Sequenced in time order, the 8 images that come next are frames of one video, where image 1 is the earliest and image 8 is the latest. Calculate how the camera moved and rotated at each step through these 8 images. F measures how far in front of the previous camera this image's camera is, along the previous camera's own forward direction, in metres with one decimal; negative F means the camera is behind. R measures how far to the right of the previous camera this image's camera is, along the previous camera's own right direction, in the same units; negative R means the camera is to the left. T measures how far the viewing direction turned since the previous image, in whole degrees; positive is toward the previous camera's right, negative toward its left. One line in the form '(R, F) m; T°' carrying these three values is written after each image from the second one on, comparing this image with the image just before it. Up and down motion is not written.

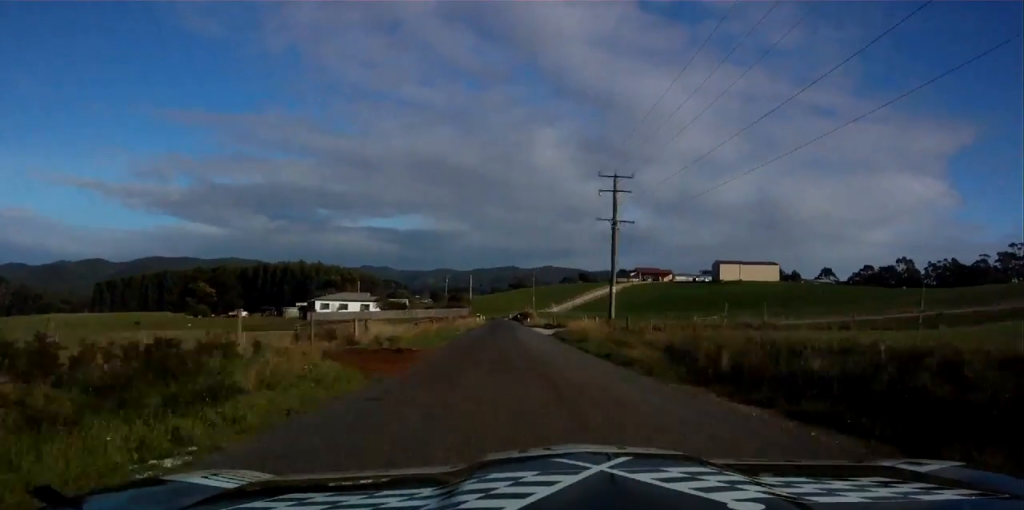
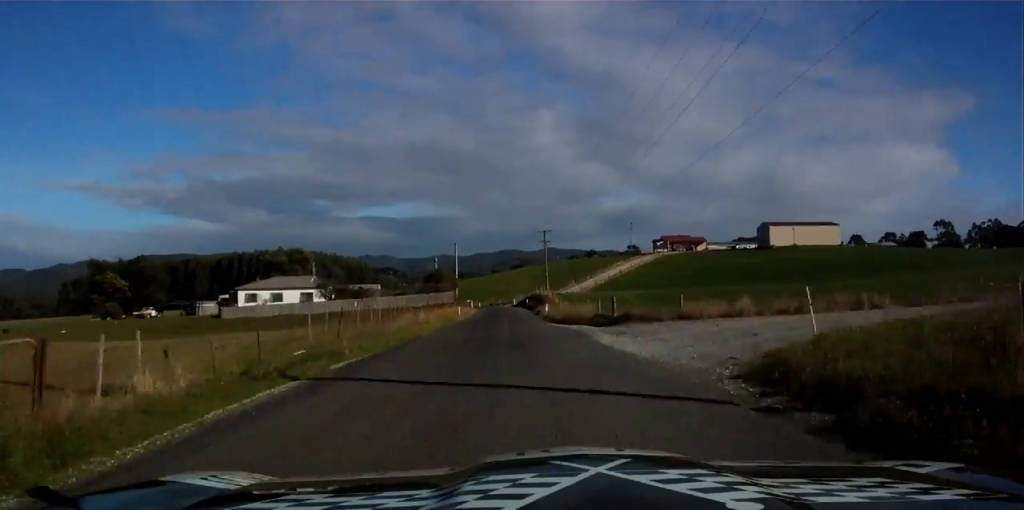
(0.0, +42.6) m; -1°
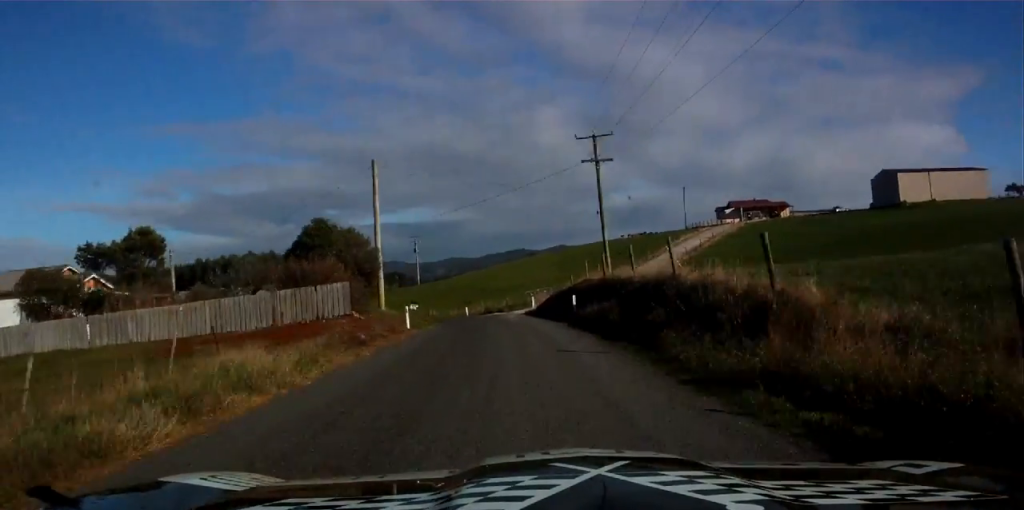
(-1.0, +60.3) m; -2°
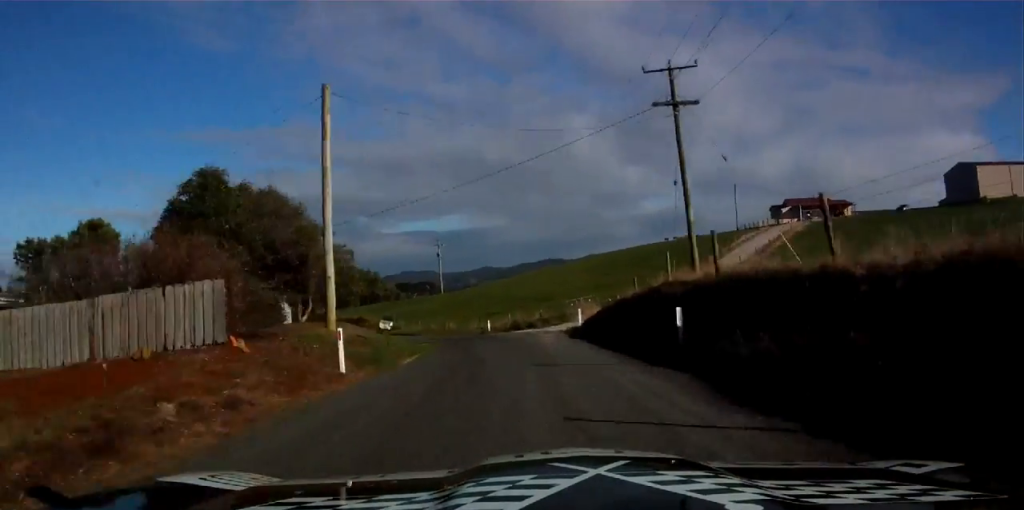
(0.0, +16.3) m; 0°
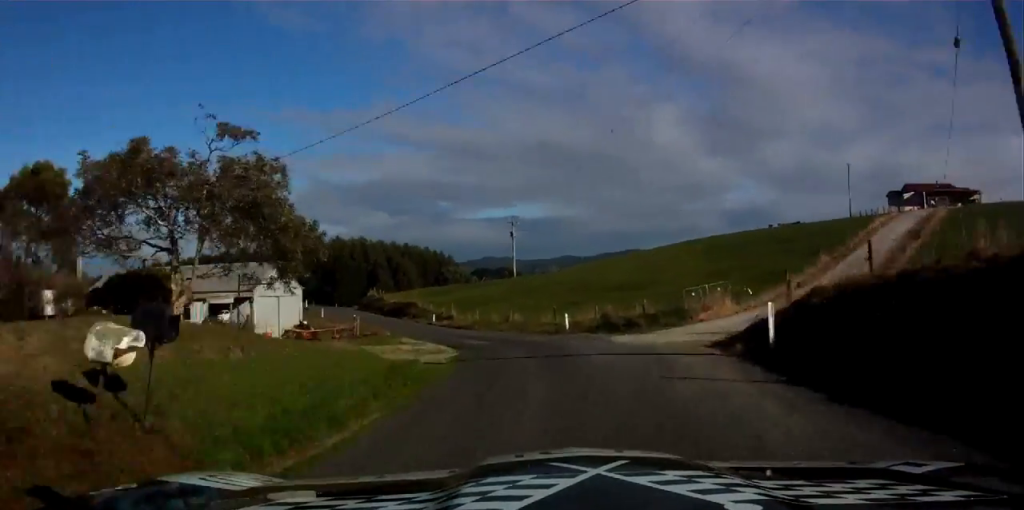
(0.0, +19.7) m; -2°
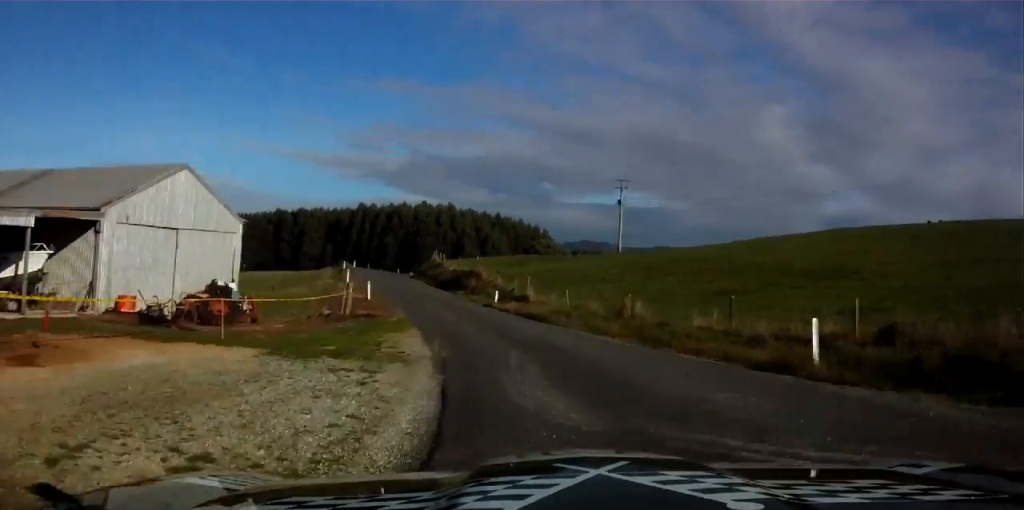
(+0.6, +26.4) m; -6°
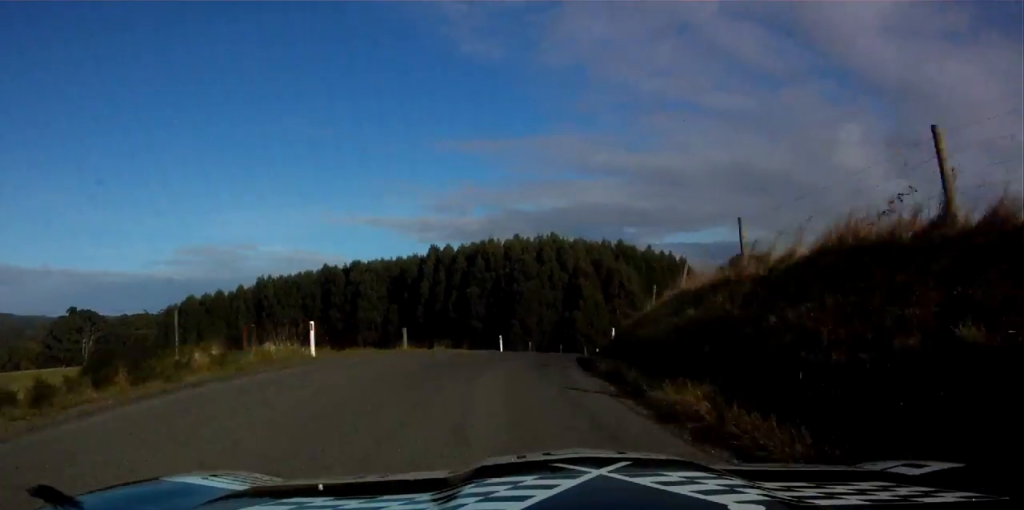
(-9.6, +74.8) m; -6°
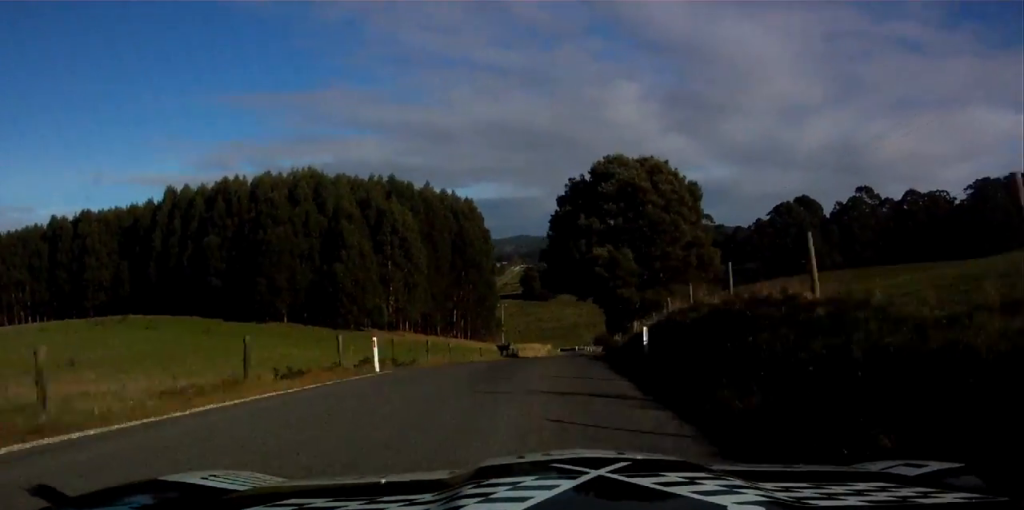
(+3.3, +41.3) m; +10°
